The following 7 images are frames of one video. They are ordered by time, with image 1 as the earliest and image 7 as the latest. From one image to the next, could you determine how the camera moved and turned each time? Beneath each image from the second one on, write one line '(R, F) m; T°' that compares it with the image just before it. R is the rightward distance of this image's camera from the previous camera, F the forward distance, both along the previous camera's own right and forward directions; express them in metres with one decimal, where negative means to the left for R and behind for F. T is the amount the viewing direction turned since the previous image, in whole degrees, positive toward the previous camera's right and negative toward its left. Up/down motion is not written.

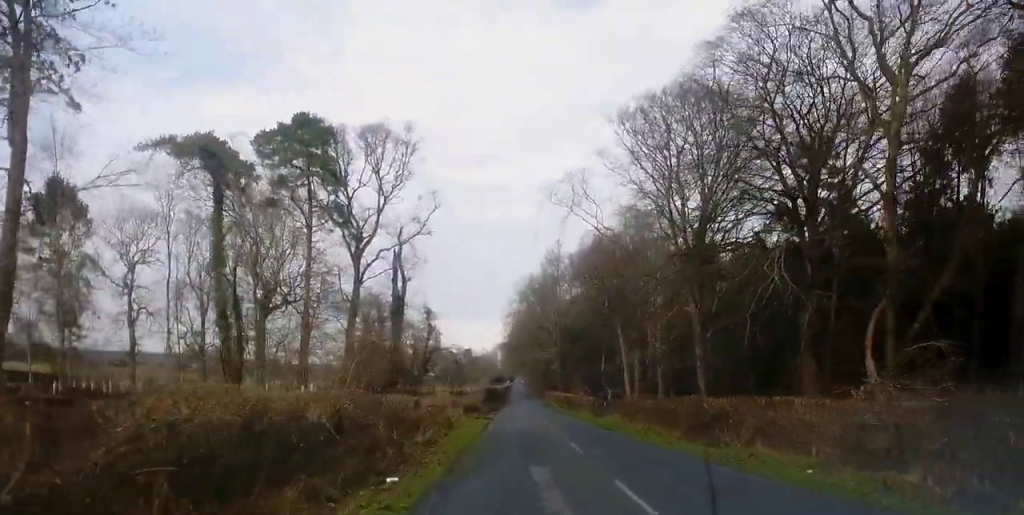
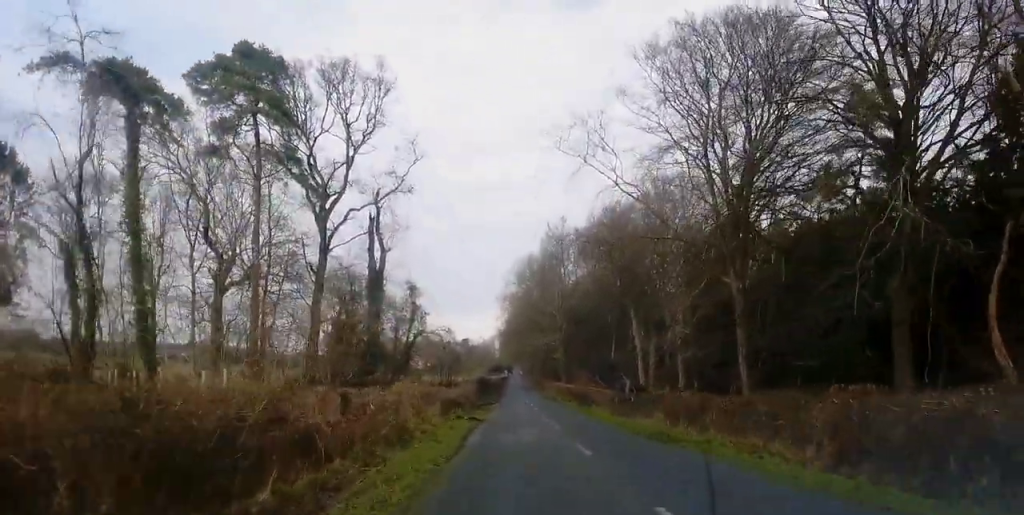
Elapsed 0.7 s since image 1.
(+0.1, +11.5) m; 0°
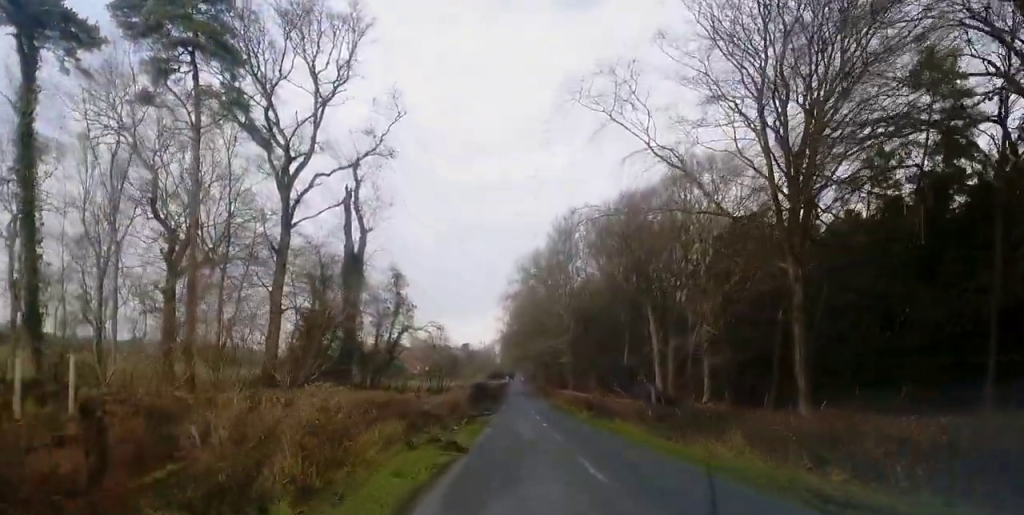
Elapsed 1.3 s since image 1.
(0.0, +10.3) m; -1°
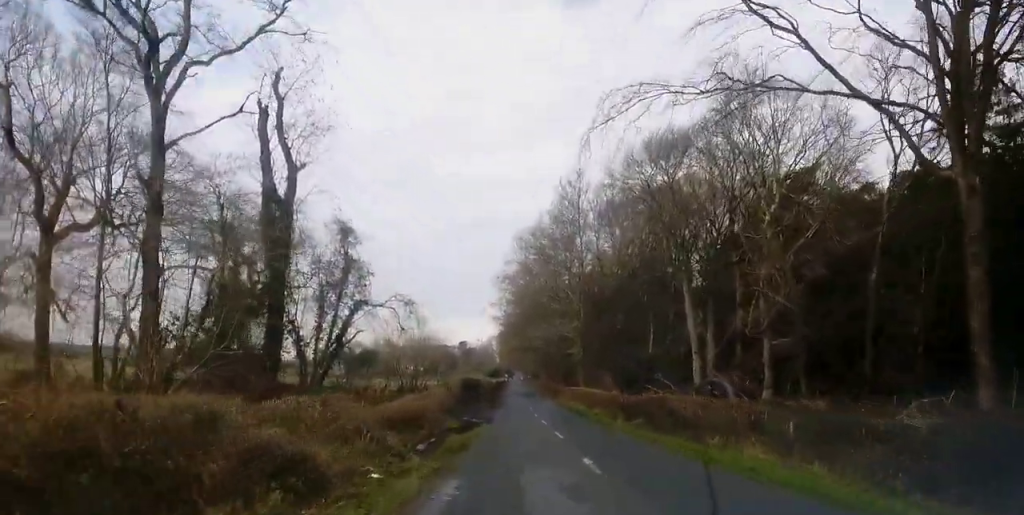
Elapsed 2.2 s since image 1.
(-0.3, +17.2) m; 0°
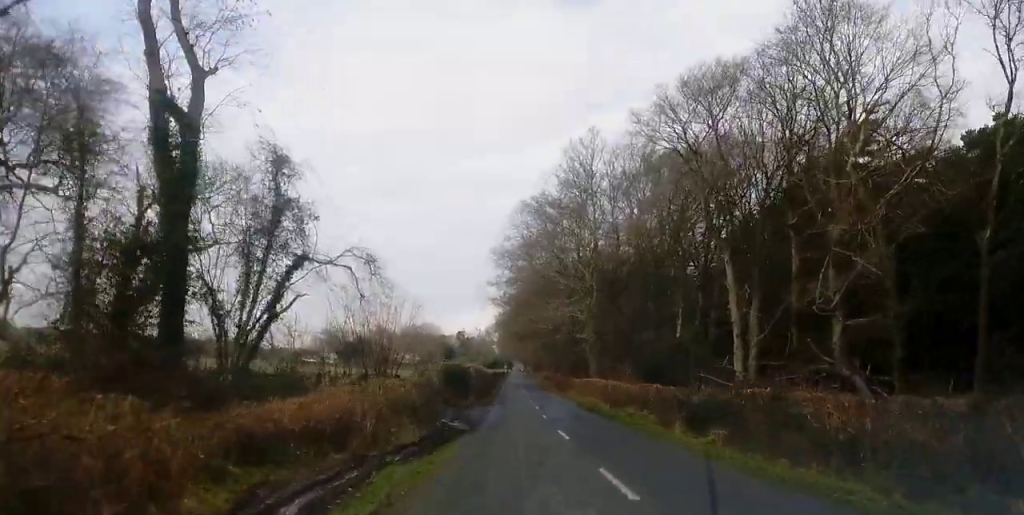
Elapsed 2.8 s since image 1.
(+0.2, +12.1) m; 0°
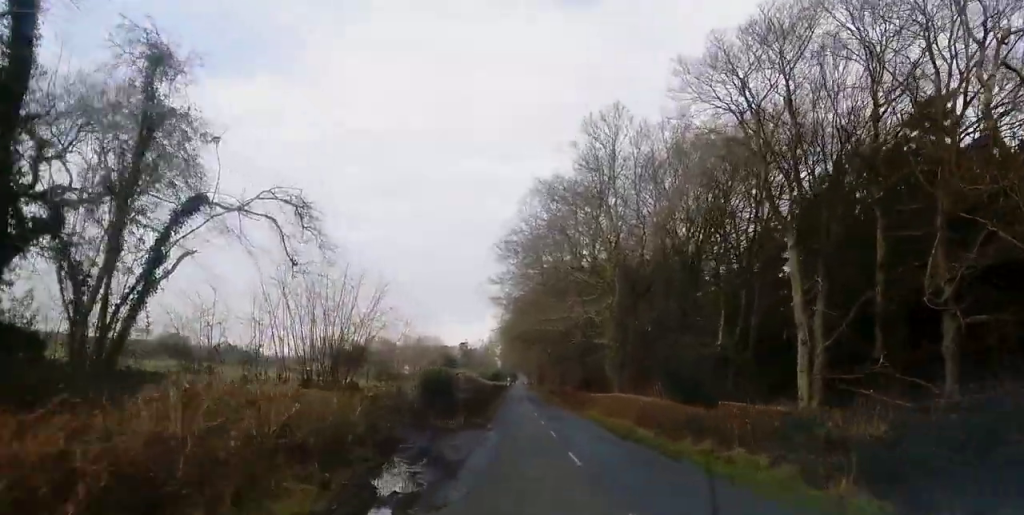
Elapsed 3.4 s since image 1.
(+0.2, +11.3) m; 0°
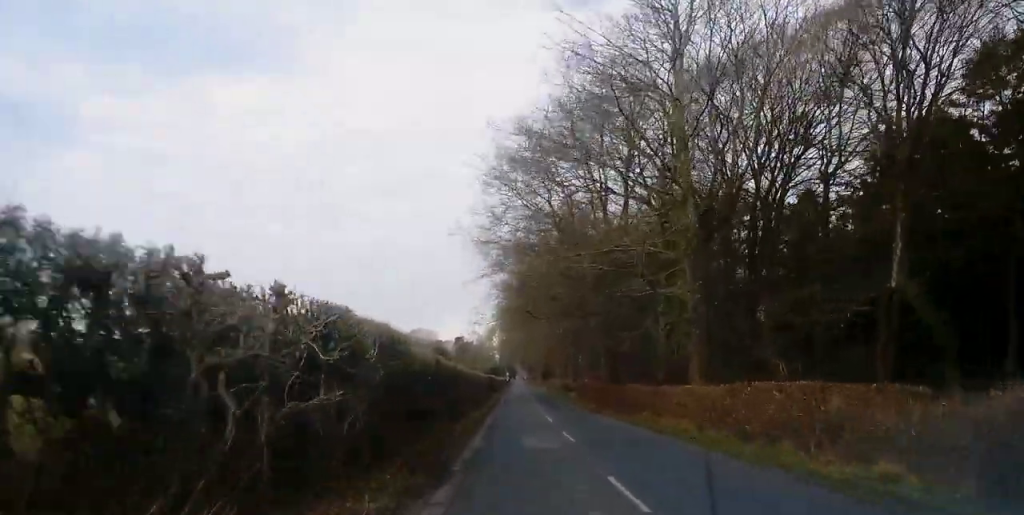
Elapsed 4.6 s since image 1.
(-0.4, +24.2) m; -1°
